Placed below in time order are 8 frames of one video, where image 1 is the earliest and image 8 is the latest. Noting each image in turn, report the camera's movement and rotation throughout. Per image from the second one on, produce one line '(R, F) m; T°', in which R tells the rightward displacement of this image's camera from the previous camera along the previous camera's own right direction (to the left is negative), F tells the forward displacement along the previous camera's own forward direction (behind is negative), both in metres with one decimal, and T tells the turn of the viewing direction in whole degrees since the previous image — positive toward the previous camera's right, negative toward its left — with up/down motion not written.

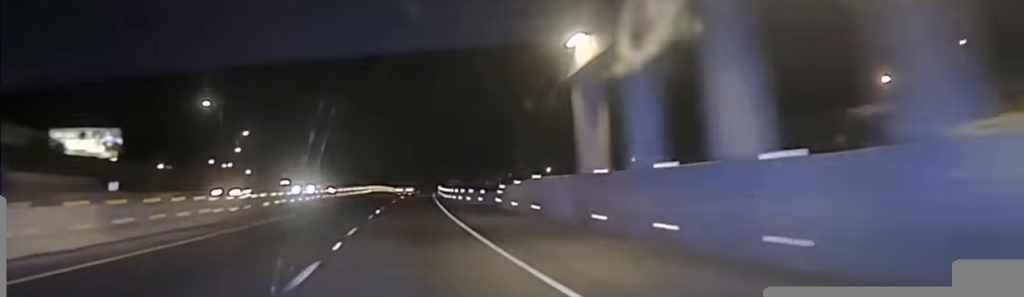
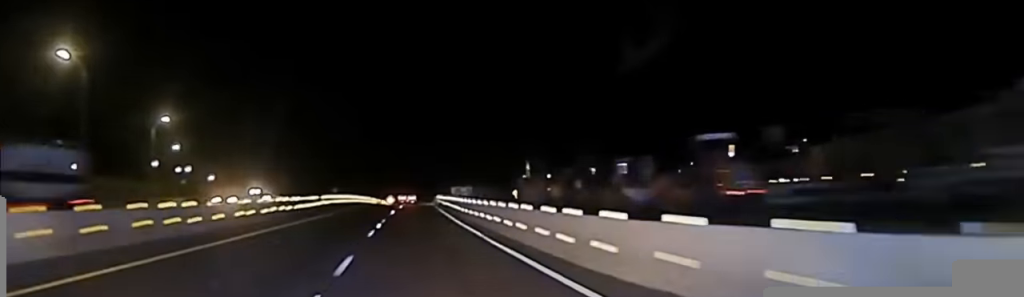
(+0.2, +52.0) m; 0°
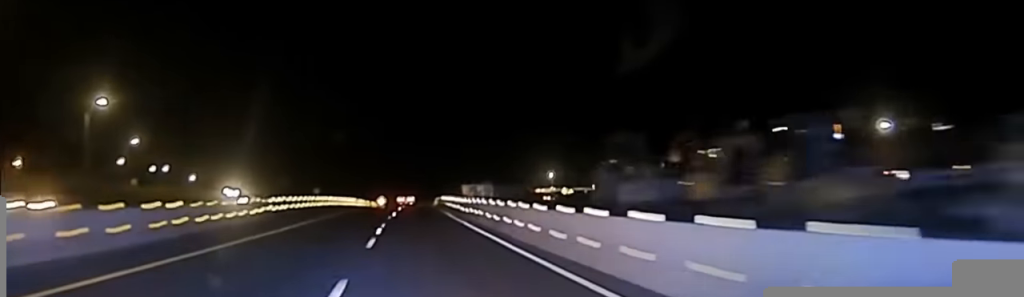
(0.0, +25.9) m; 0°
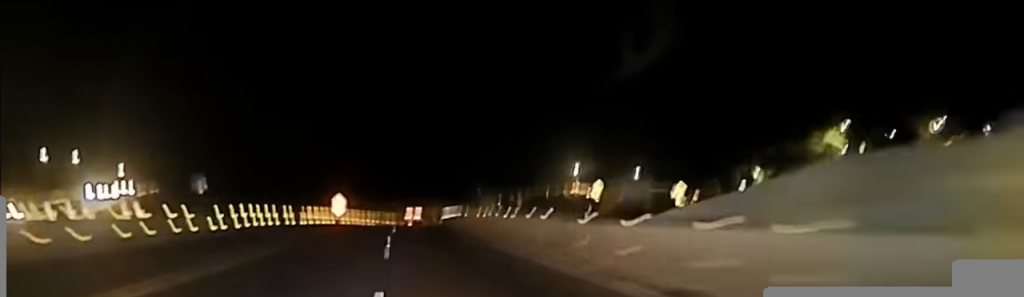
(+1.2, +90.9) m; +1°
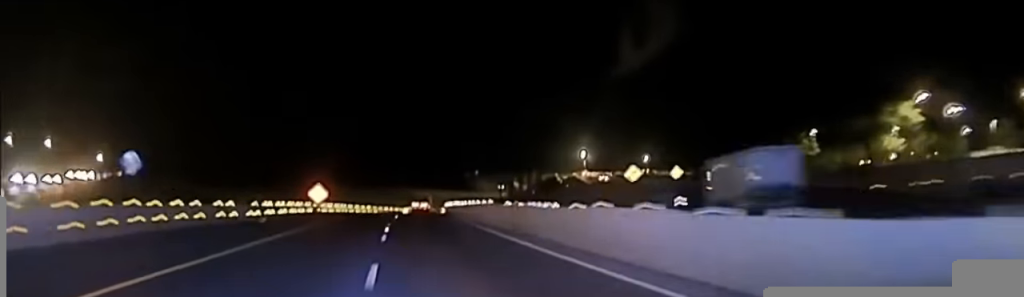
(0.0, +23.6) m; 0°
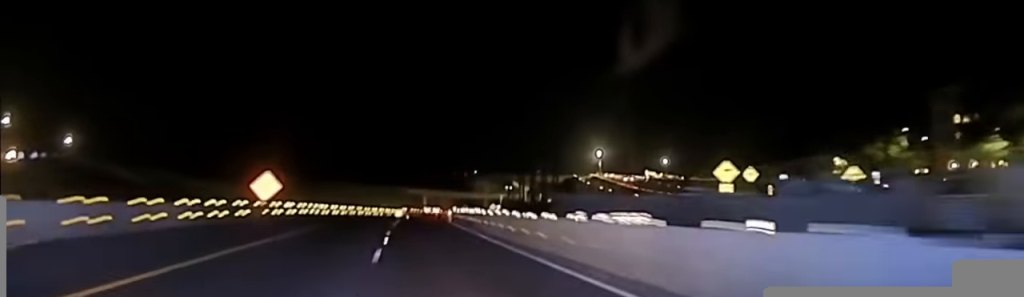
(-0.3, +36.8) m; +1°
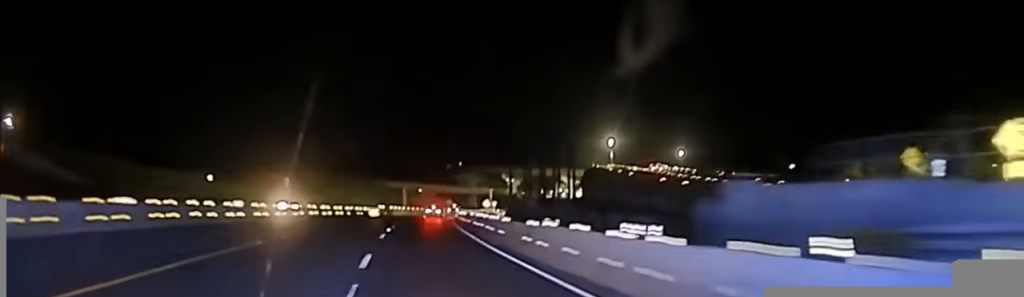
(+0.8, +40.9) m; +2°
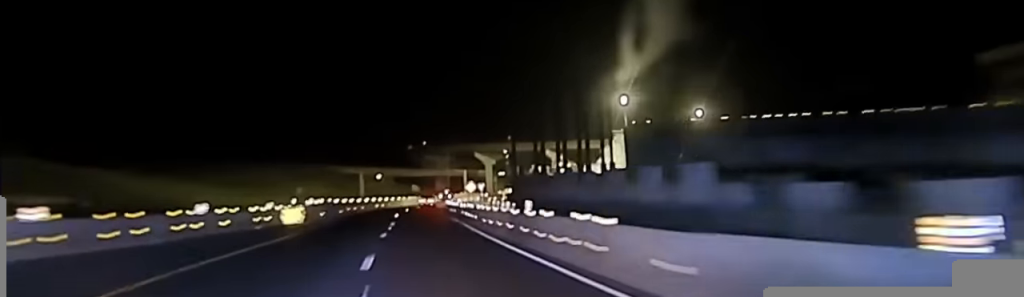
(+1.5, +50.6) m; +3°
